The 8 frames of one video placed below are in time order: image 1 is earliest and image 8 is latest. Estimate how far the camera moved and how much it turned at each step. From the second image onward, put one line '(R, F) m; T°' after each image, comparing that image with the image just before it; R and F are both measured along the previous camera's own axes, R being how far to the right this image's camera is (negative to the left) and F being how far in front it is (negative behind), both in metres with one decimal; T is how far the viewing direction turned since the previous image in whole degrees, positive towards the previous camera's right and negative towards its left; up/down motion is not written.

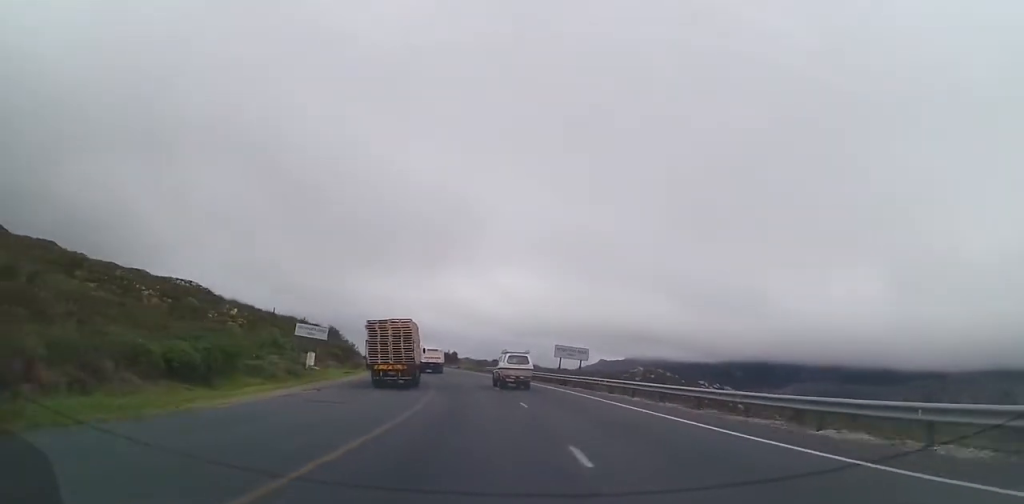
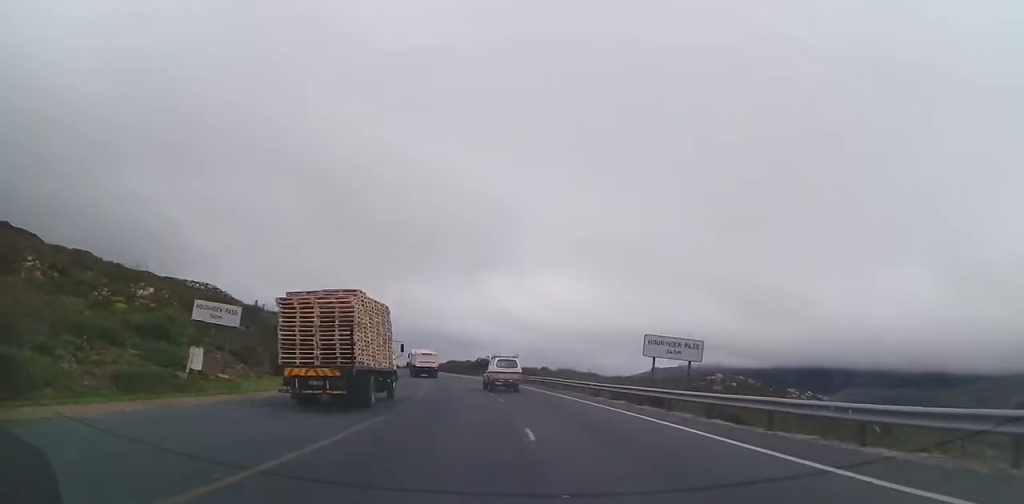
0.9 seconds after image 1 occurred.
(+0.1, +20.5) m; -6°
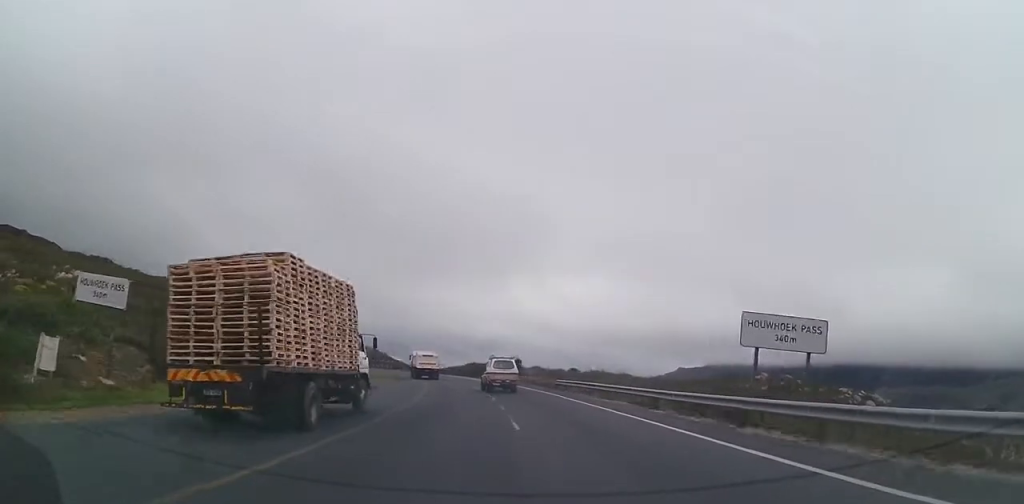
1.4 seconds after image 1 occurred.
(-0.9, +9.3) m; -4°
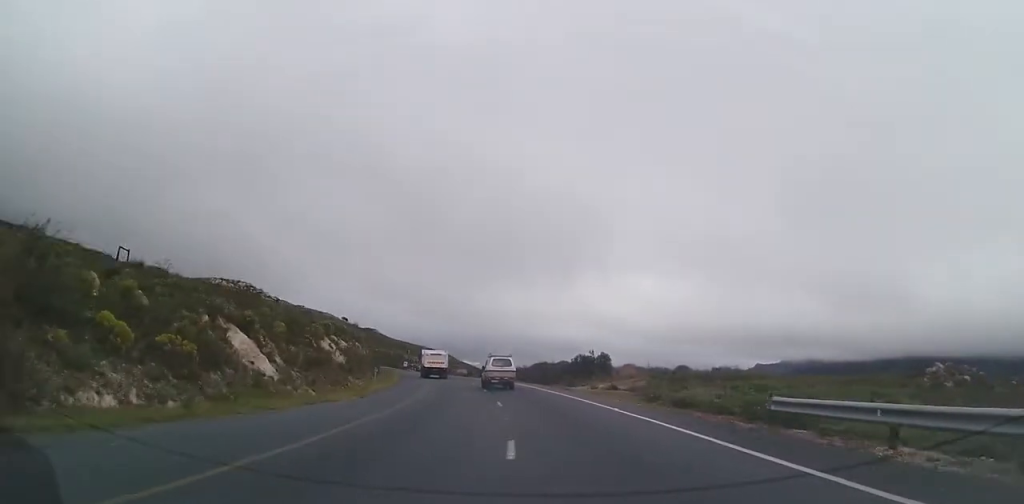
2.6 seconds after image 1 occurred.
(-2.8, +26.4) m; -9°
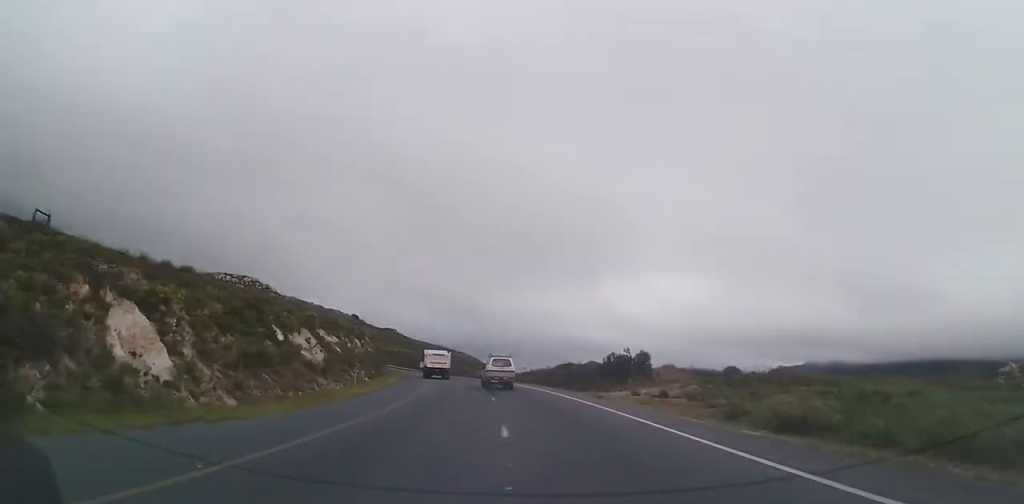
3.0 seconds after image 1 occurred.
(0.0, +8.6) m; -2°
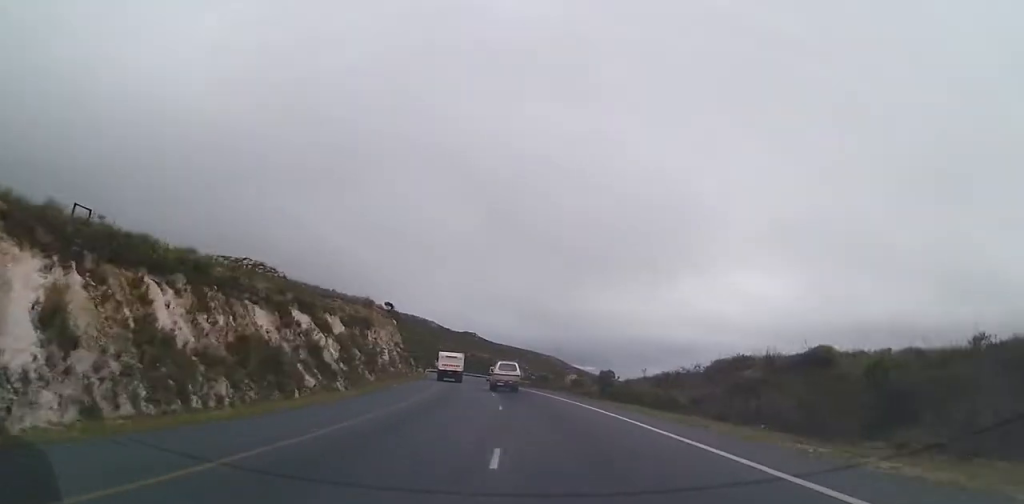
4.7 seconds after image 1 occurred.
(-1.2, +43.8) m; -5°
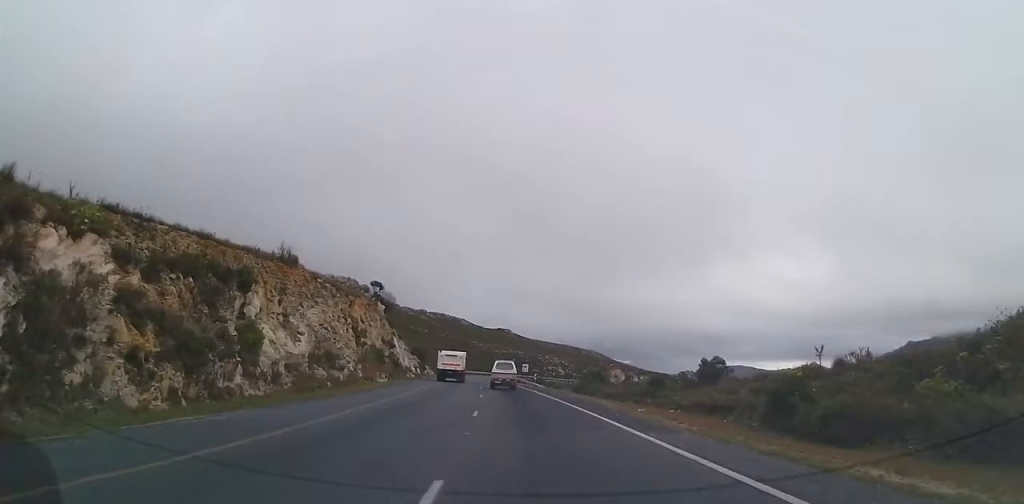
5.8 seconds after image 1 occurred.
(-1.5, +28.9) m; -5°
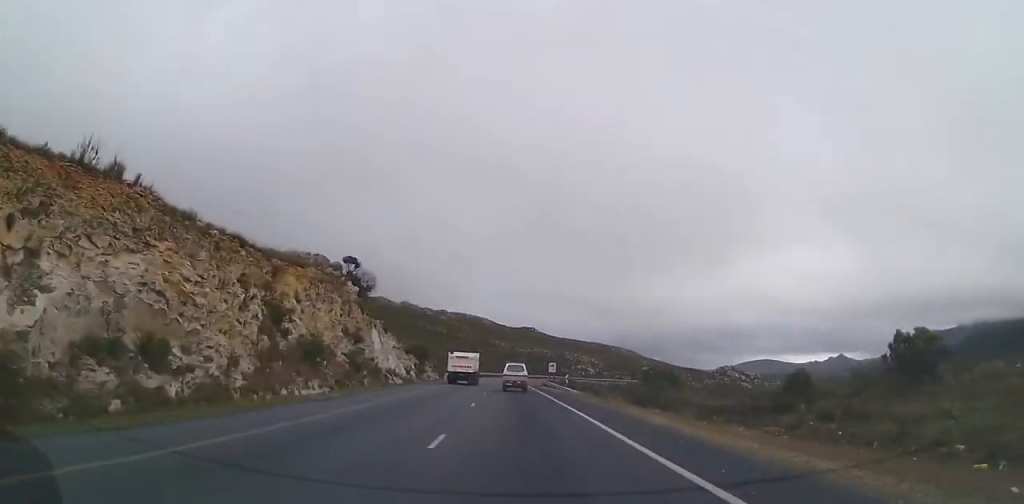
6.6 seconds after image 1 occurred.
(-0.4, +19.5) m; -3°
